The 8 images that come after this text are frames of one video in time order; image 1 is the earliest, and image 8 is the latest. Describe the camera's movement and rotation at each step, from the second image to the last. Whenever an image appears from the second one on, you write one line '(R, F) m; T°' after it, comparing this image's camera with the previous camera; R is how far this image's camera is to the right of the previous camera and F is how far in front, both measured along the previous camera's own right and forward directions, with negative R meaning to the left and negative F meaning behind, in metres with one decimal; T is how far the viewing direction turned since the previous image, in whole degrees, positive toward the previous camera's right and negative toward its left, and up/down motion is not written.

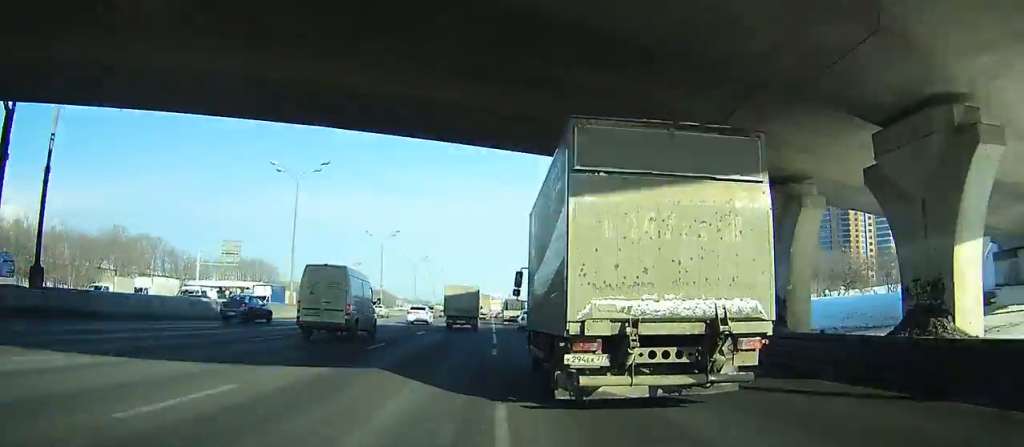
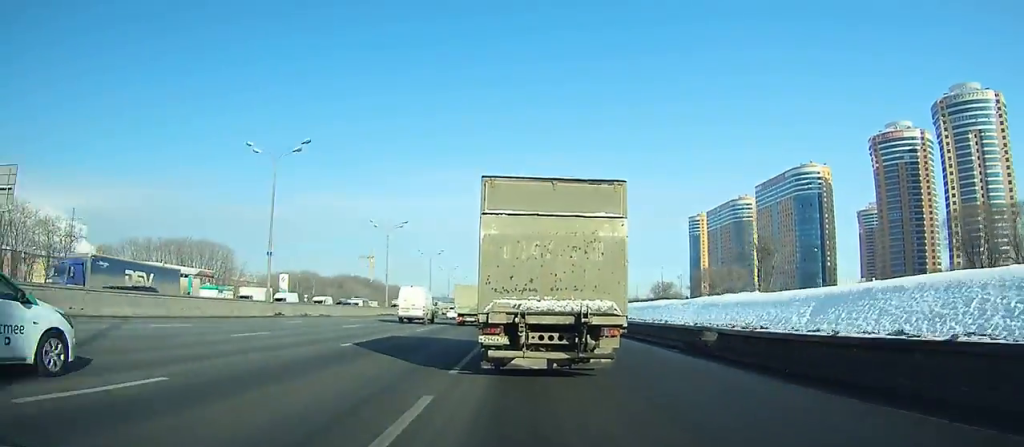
(-0.6, +47.1) m; -1°
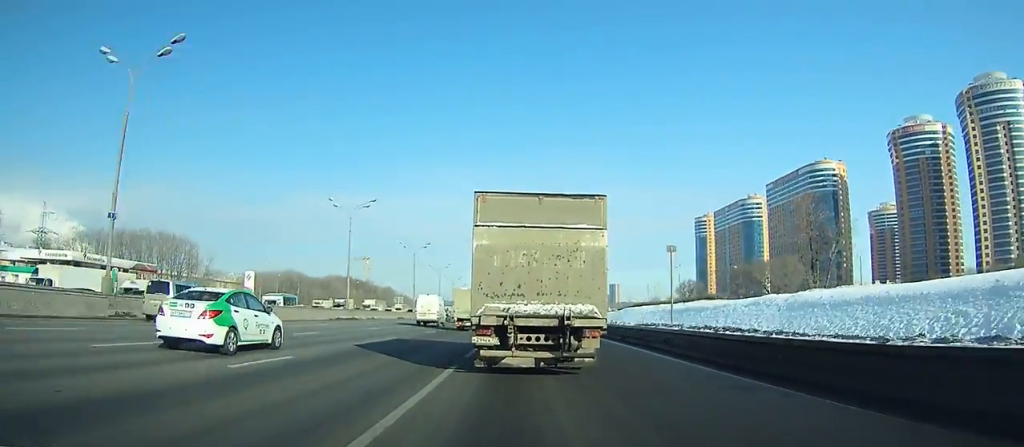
(-0.1, +17.9) m; 0°
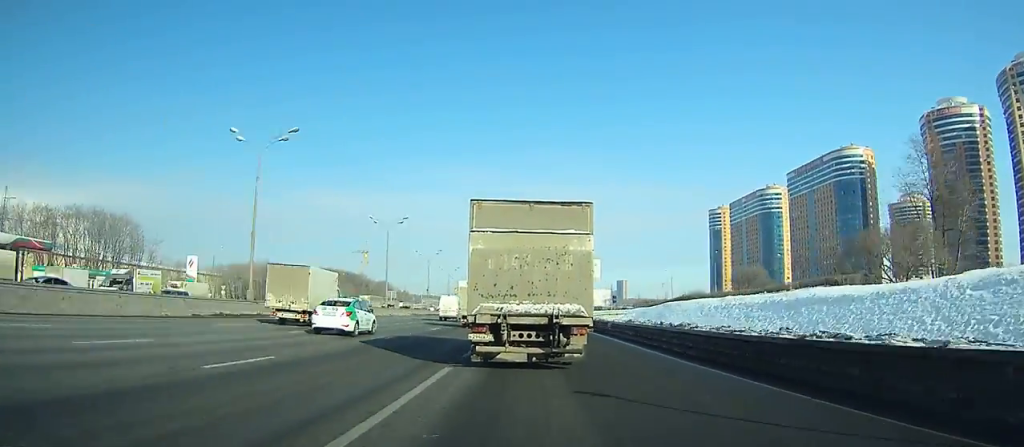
(-0.1, +24.7) m; 0°
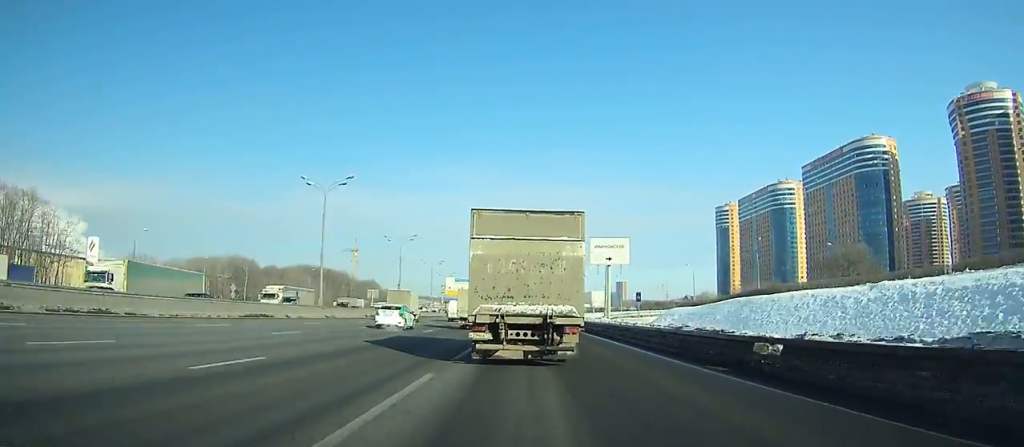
(0.0, +24.7) m; 0°
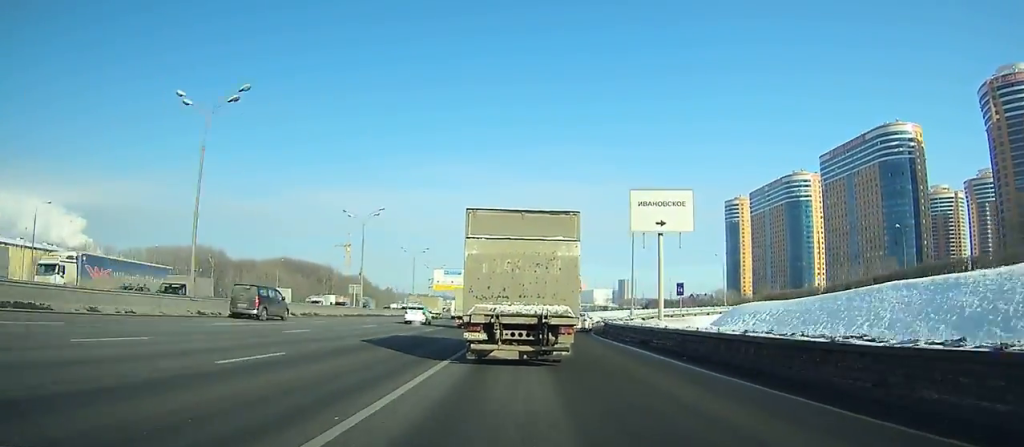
(-0.1, +21.4) m; 0°
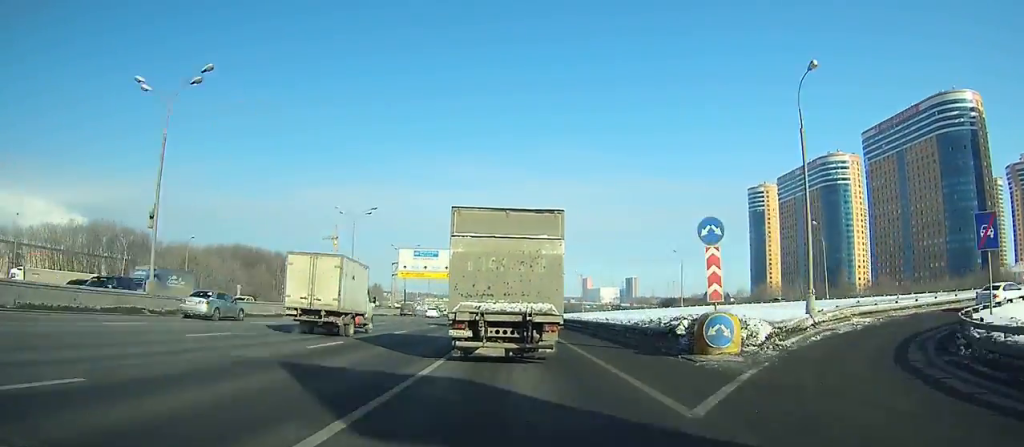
(+0.1, +43.9) m; 0°
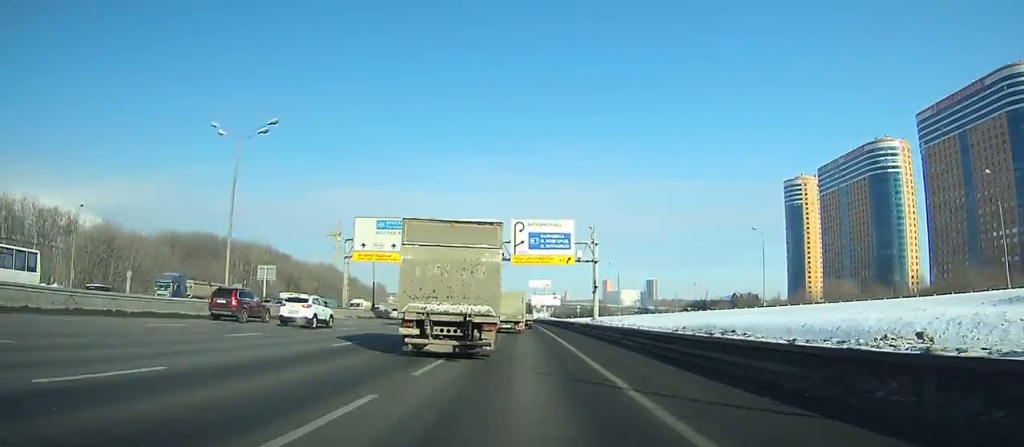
(-0.3, +36.1) m; -1°
